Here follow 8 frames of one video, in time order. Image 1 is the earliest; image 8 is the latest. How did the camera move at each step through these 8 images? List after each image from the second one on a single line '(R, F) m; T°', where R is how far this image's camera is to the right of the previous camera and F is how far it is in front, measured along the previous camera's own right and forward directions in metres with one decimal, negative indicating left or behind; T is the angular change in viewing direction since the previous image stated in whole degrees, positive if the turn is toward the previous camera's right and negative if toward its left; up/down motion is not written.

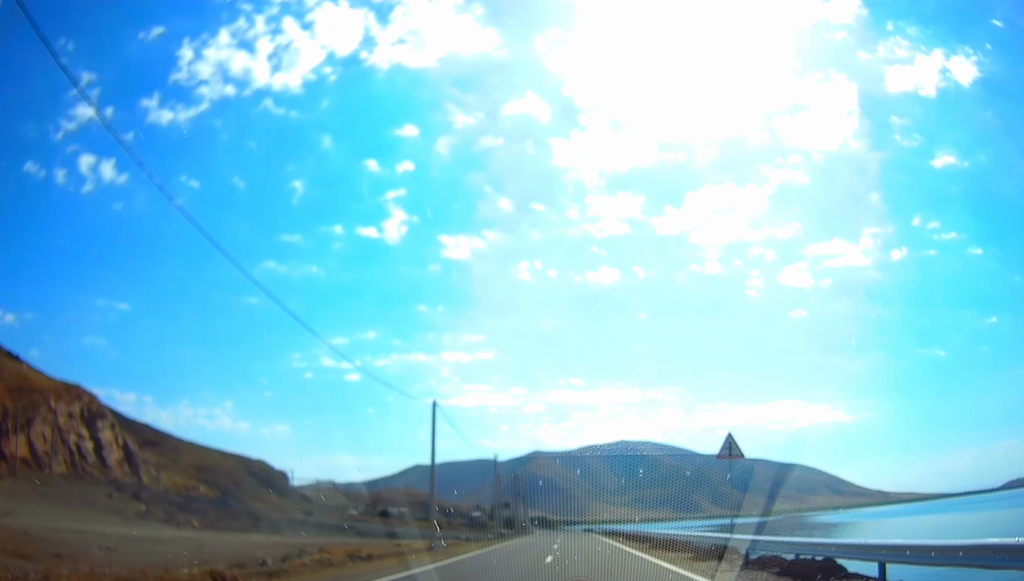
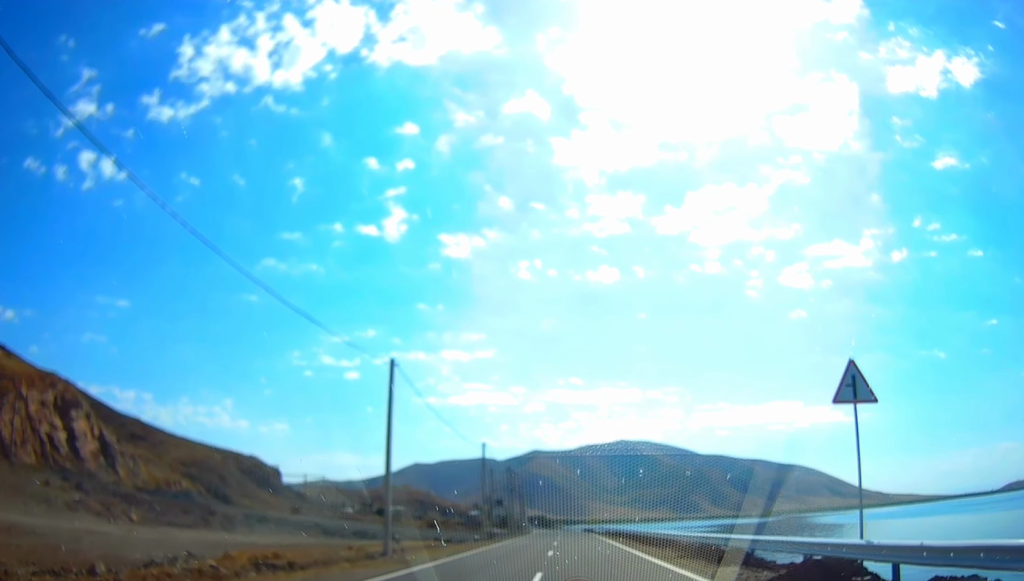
(0.0, +8.5) m; 0°
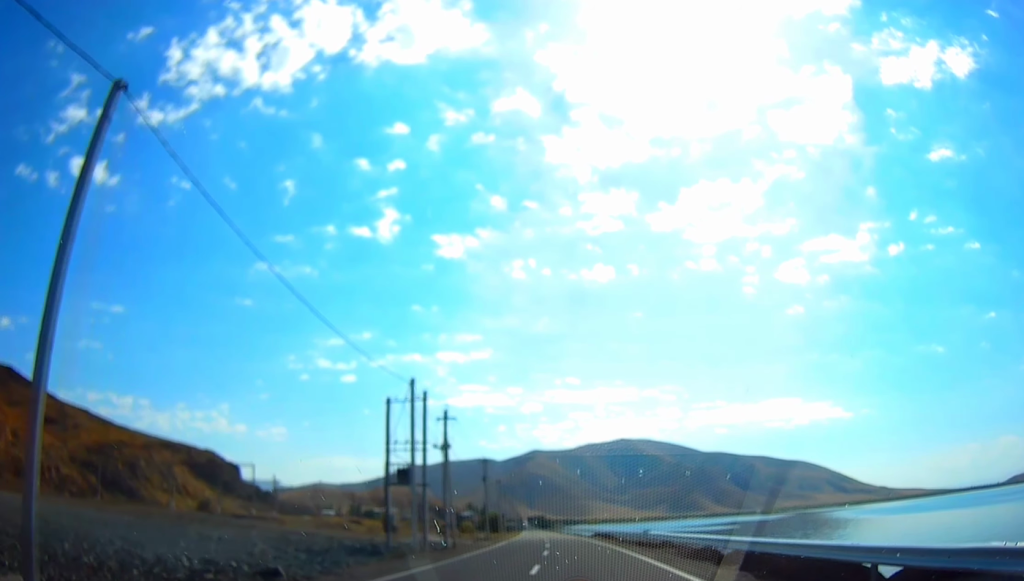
(-0.2, +47.3) m; -1°
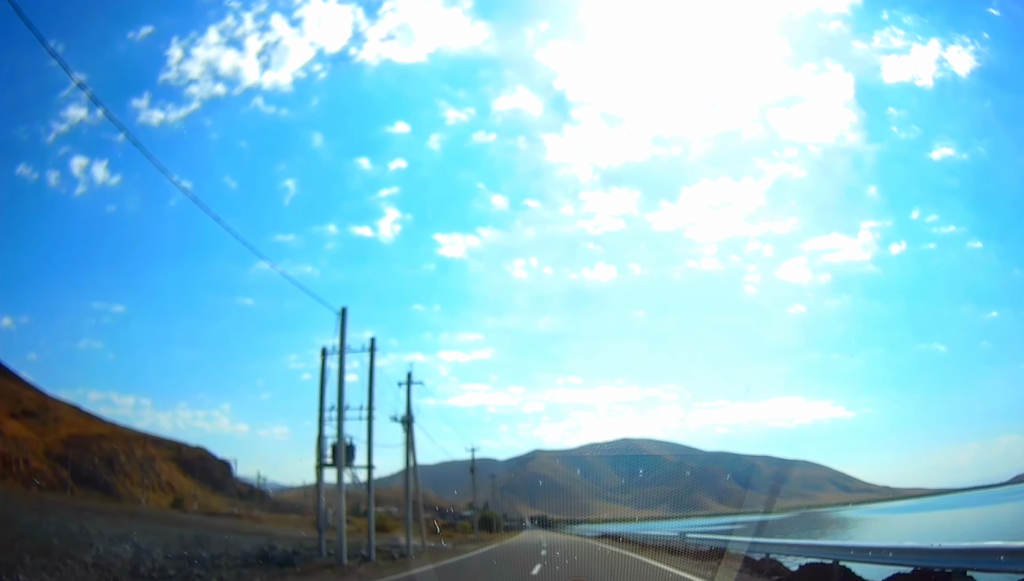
(0.0, +10.4) m; 0°
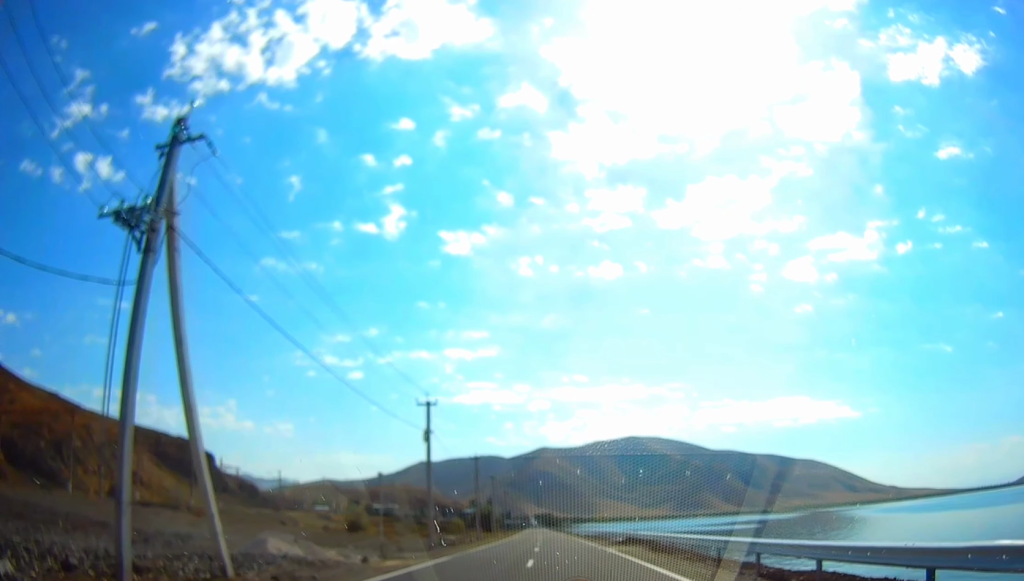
(0.0, +21.0) m; 0°
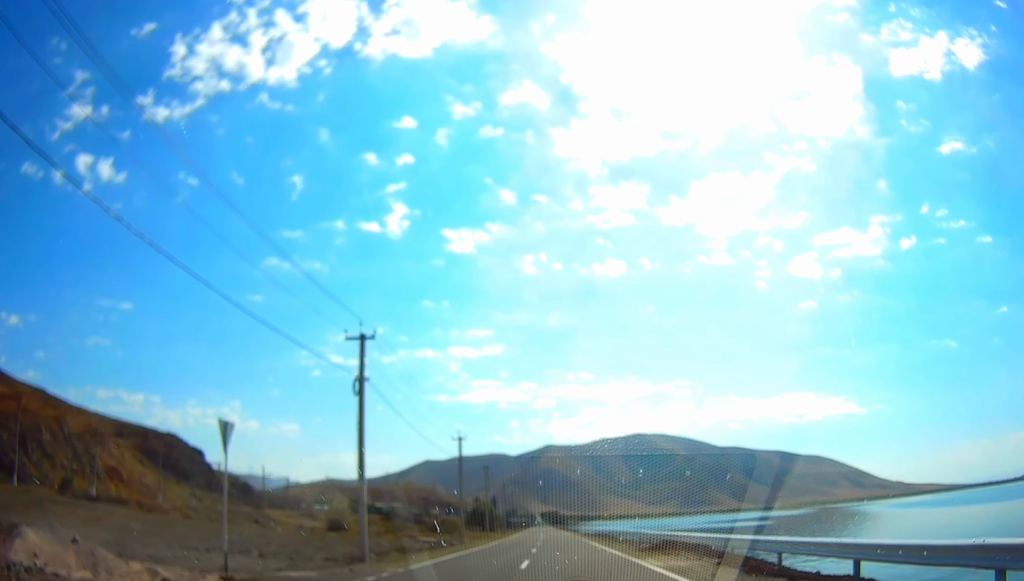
(0.0, +13.4) m; 0°
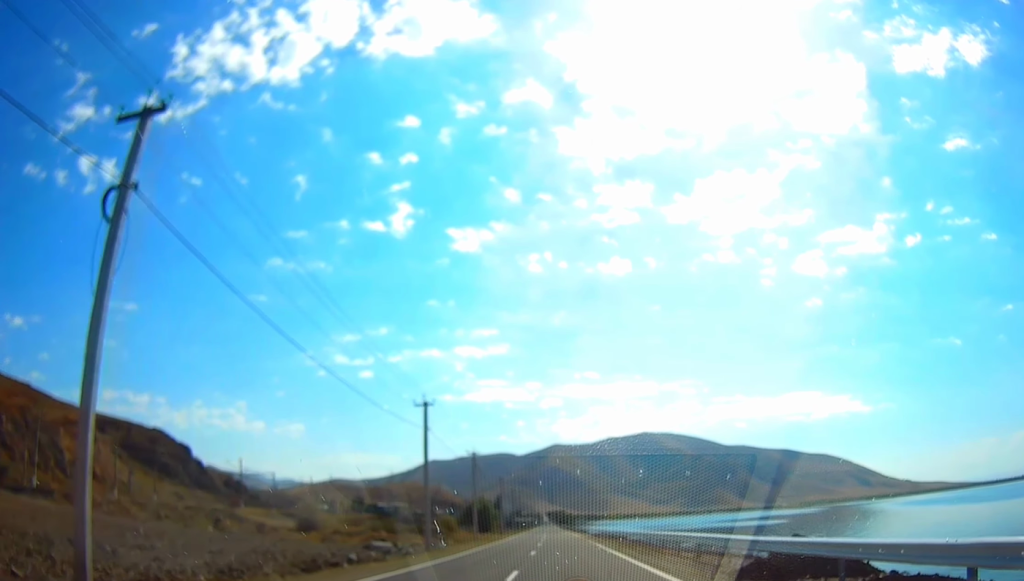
(0.0, +15.6) m; 0°
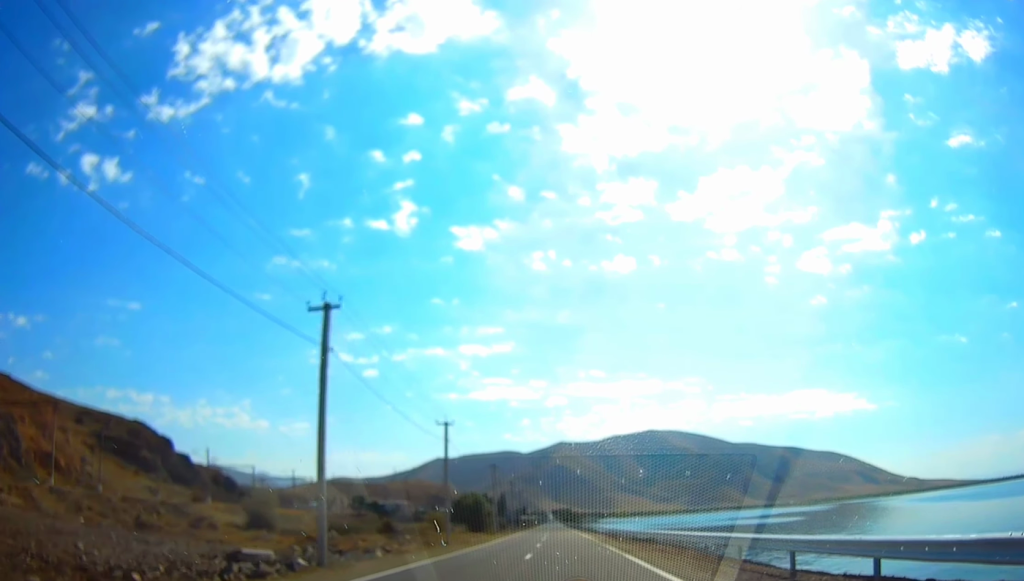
(0.0, +16.9) m; -1°
